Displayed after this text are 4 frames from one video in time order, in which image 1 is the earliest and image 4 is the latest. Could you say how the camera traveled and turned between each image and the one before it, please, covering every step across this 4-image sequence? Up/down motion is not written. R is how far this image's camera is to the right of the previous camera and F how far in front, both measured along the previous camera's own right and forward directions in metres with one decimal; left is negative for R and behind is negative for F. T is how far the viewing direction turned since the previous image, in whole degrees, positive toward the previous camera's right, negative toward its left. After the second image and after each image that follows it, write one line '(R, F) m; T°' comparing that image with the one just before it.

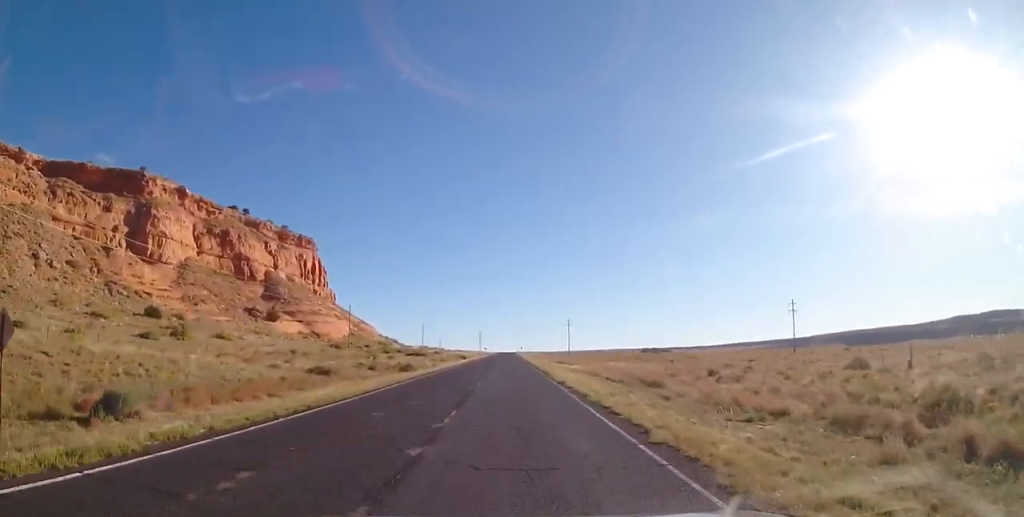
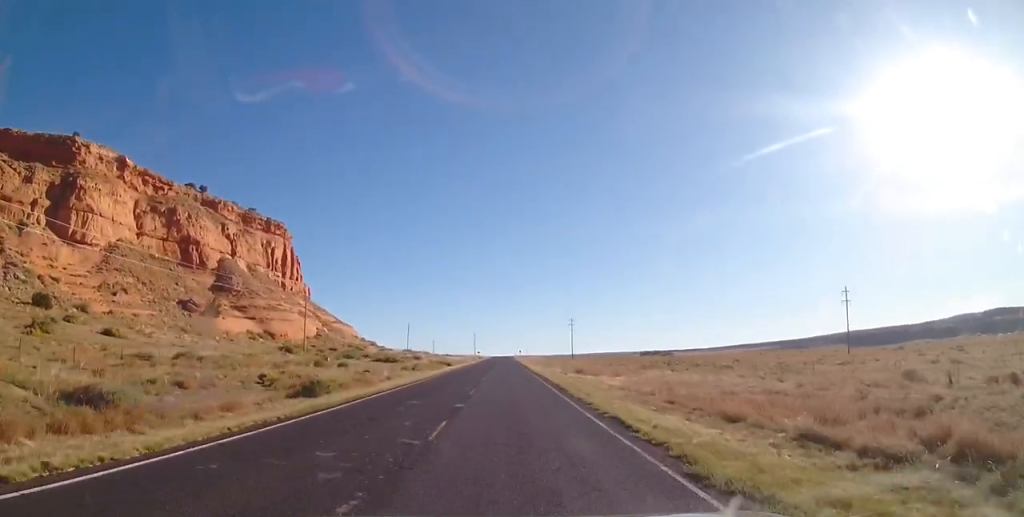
(0.0, +26.2) m; 0°
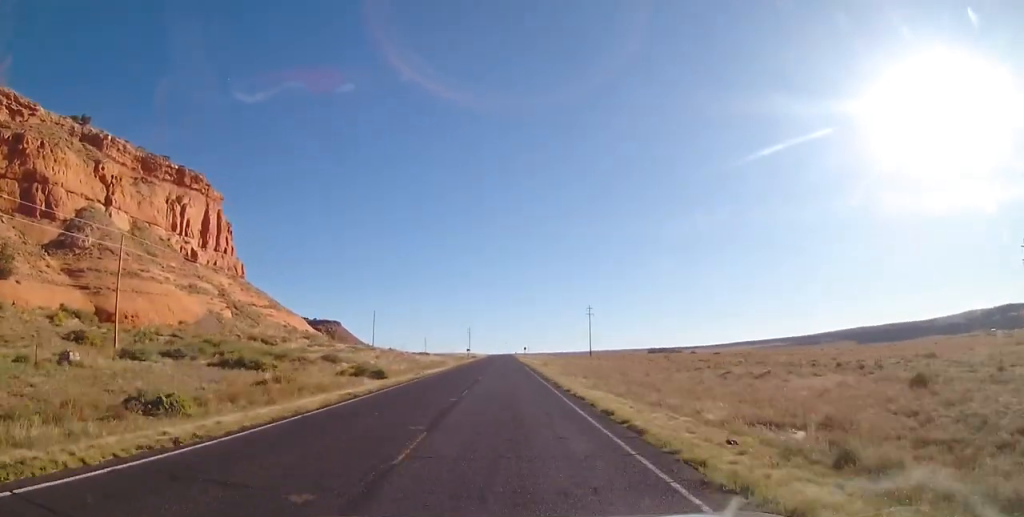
(0.0, +51.1) m; 0°
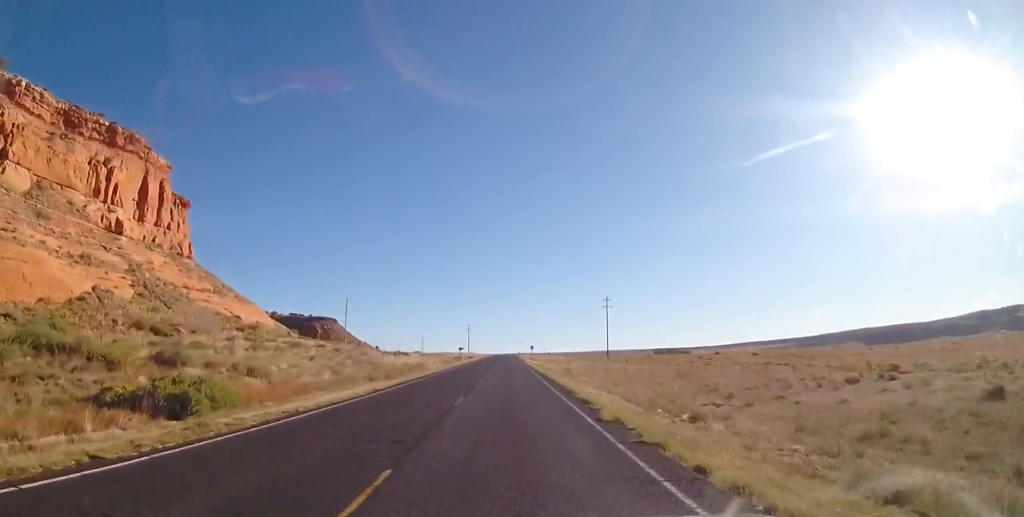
(0.0, +27.8) m; 0°
